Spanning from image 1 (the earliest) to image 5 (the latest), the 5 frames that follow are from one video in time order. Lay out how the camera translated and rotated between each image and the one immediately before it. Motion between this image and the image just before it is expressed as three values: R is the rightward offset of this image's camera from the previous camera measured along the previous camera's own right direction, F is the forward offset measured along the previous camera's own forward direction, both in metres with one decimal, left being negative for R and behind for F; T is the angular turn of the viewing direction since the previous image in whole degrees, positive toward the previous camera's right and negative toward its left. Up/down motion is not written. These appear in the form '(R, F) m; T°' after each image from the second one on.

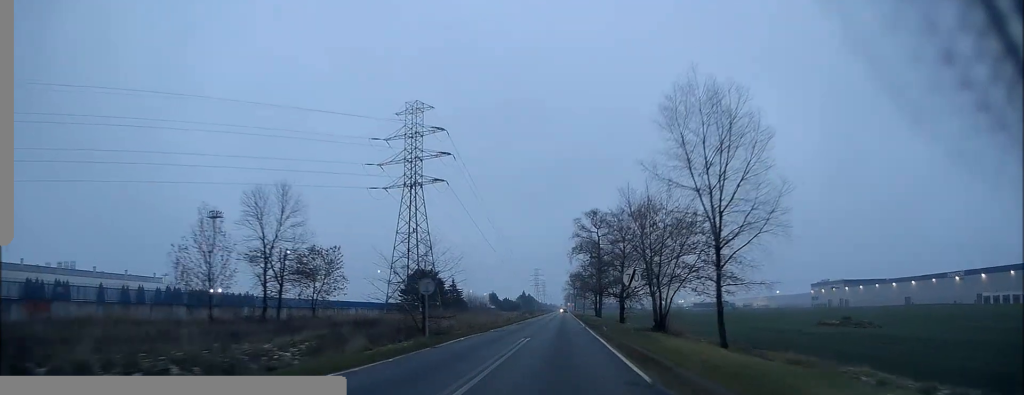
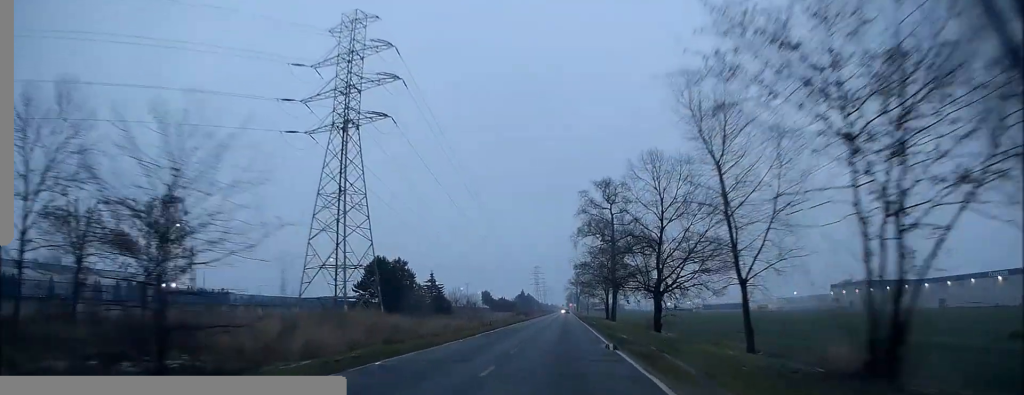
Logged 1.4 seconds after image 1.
(-0.2, +25.5) m; 0°
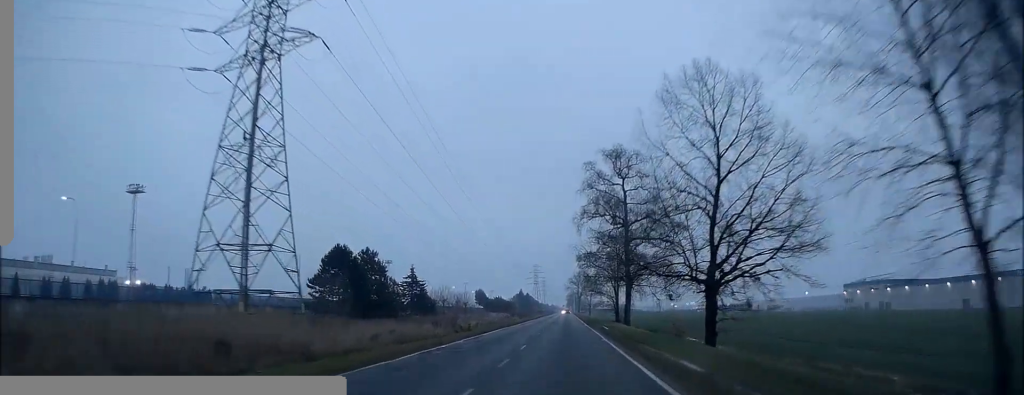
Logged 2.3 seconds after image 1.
(+0.1, +15.9) m; -1°
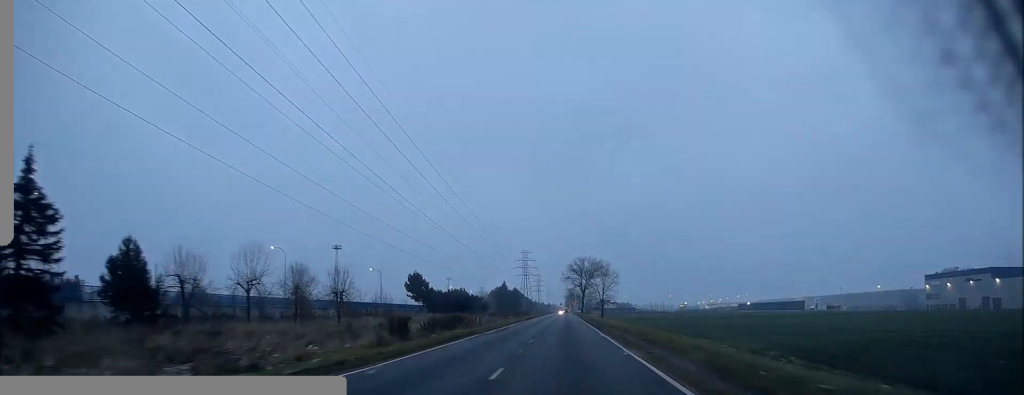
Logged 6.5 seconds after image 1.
(+0.8, +80.7) m; +1°
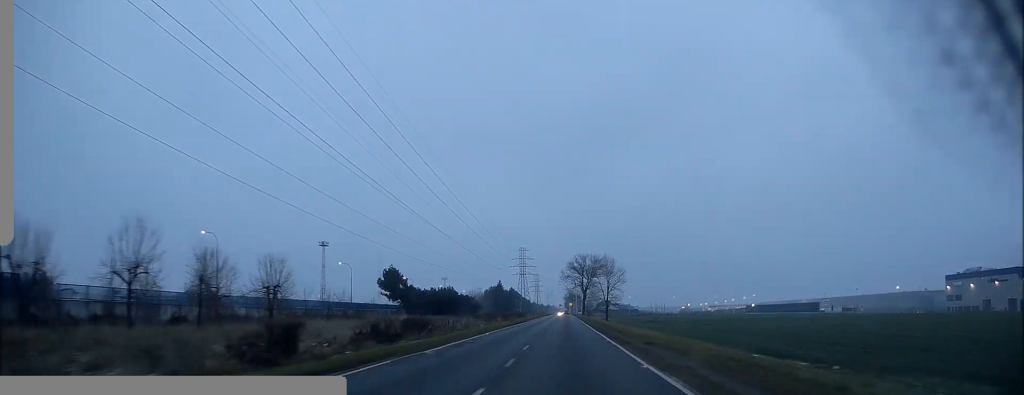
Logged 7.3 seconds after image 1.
(-0.2, +15.5) m; -1°
